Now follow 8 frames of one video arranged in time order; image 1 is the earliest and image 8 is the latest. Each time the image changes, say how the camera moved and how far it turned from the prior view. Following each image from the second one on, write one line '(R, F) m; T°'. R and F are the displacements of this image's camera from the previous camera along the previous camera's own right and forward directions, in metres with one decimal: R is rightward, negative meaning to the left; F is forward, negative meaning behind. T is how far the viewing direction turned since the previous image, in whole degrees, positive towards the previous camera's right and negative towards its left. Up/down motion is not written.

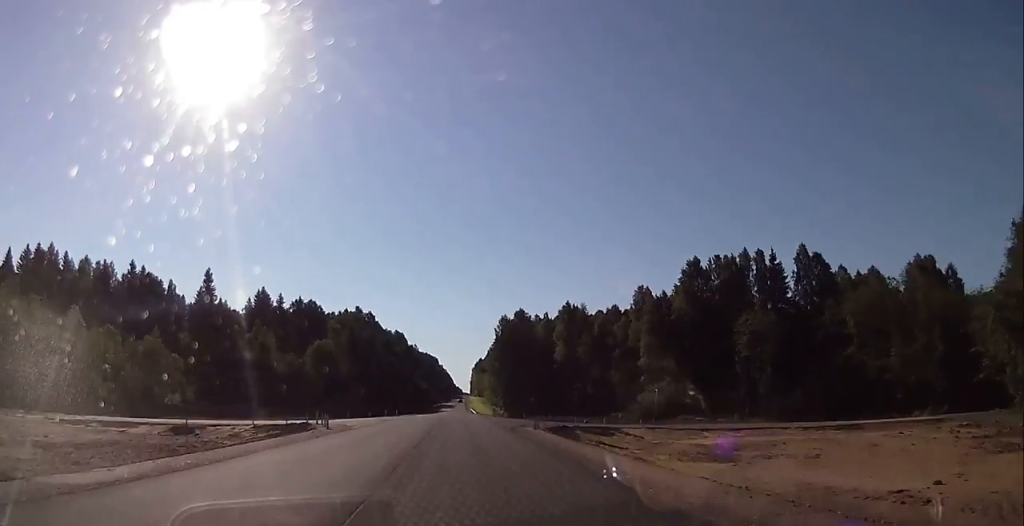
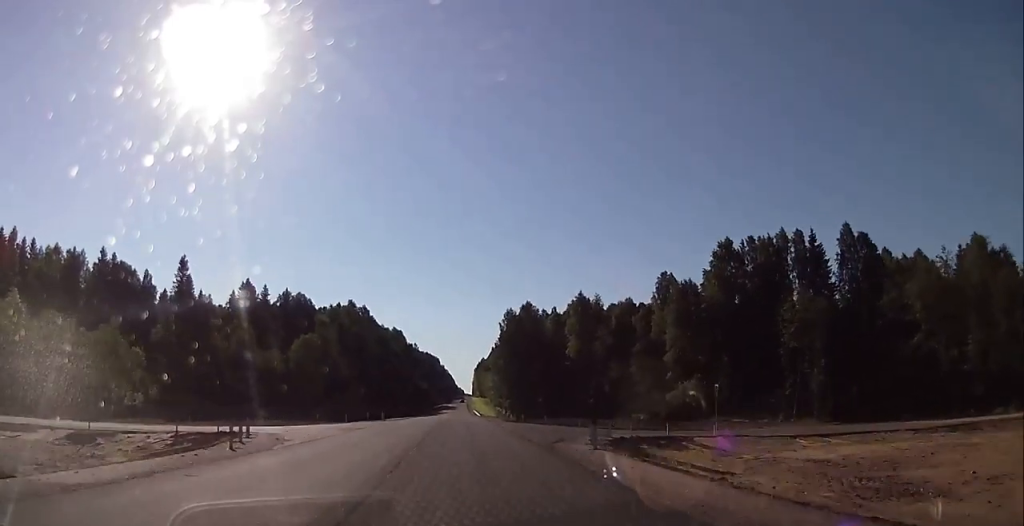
(-0.1, +13.8) m; 0°
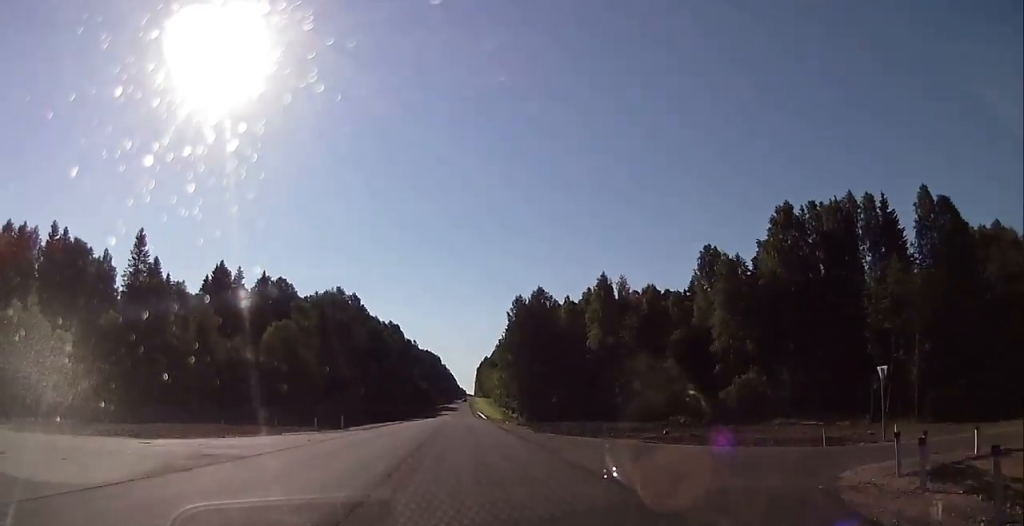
(+0.4, +19.1) m; -1°
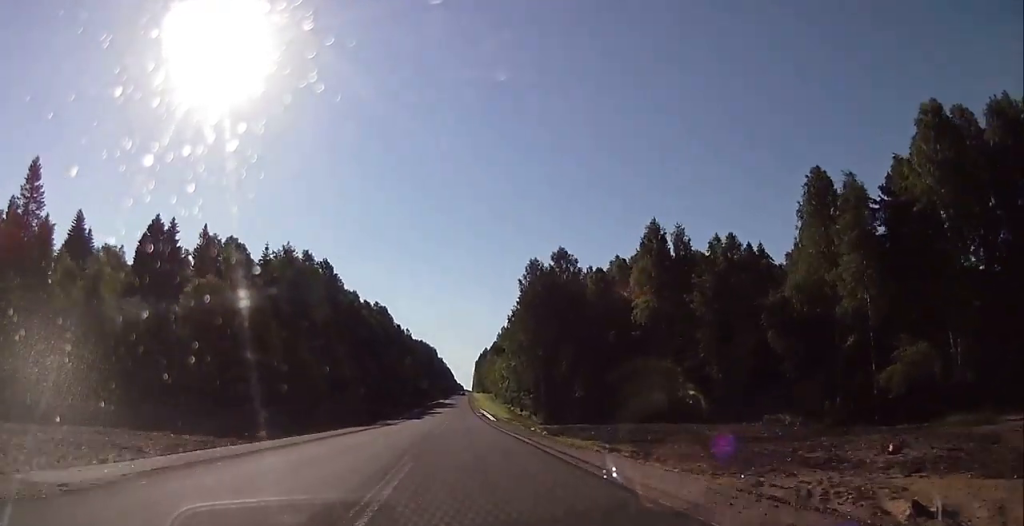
(-0.4, +30.8) m; -2°
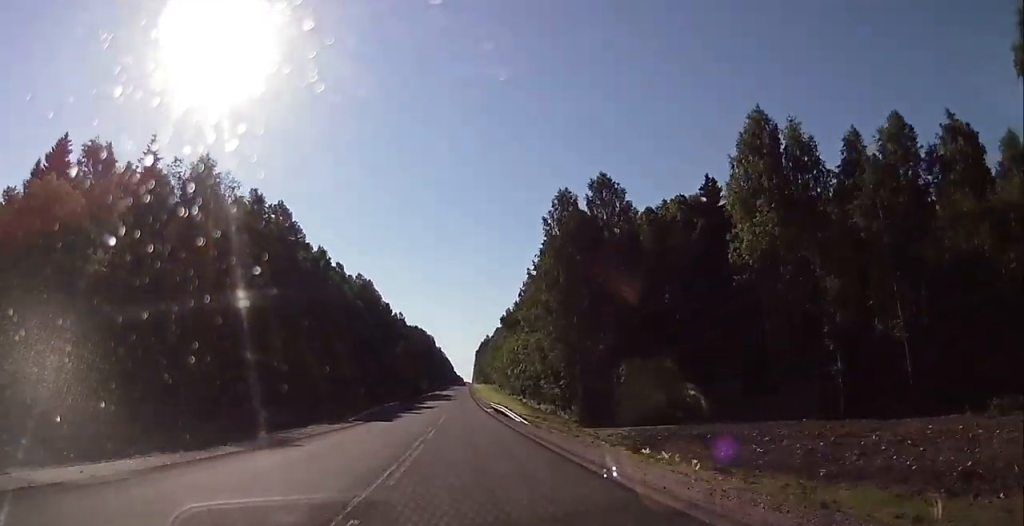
(-0.8, +30.7) m; -2°
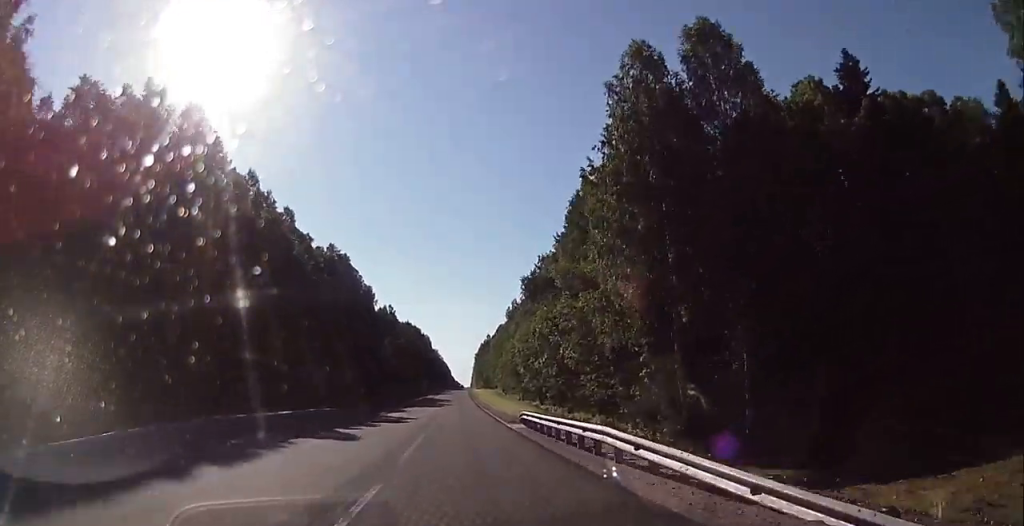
(-0.1, +32.9) m; 0°
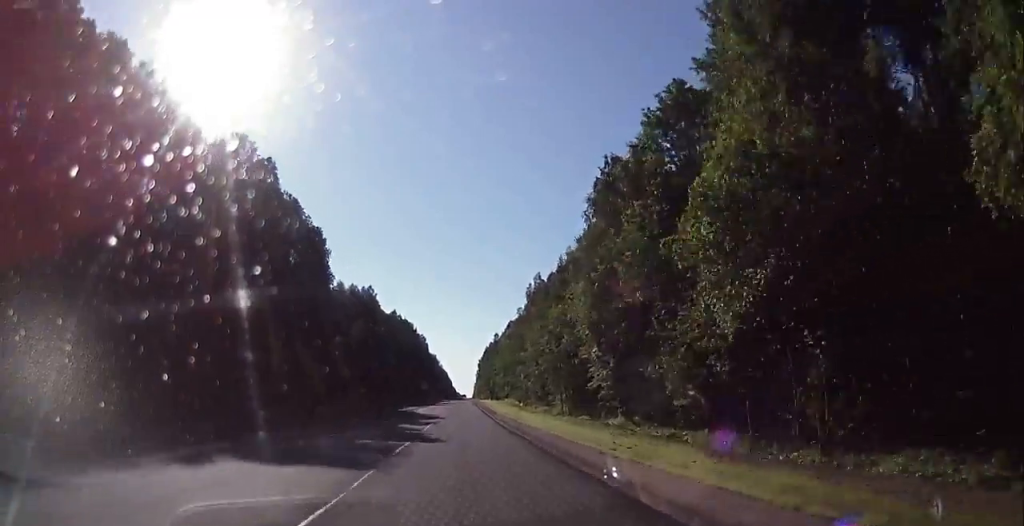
(+0.5, +55.6) m; +1°
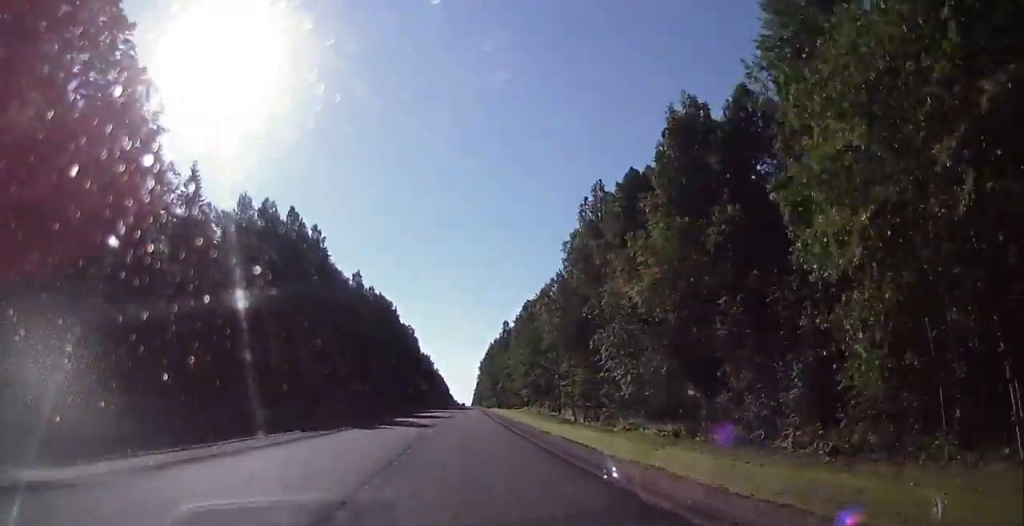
(+0.1, +66.3) m; 0°
